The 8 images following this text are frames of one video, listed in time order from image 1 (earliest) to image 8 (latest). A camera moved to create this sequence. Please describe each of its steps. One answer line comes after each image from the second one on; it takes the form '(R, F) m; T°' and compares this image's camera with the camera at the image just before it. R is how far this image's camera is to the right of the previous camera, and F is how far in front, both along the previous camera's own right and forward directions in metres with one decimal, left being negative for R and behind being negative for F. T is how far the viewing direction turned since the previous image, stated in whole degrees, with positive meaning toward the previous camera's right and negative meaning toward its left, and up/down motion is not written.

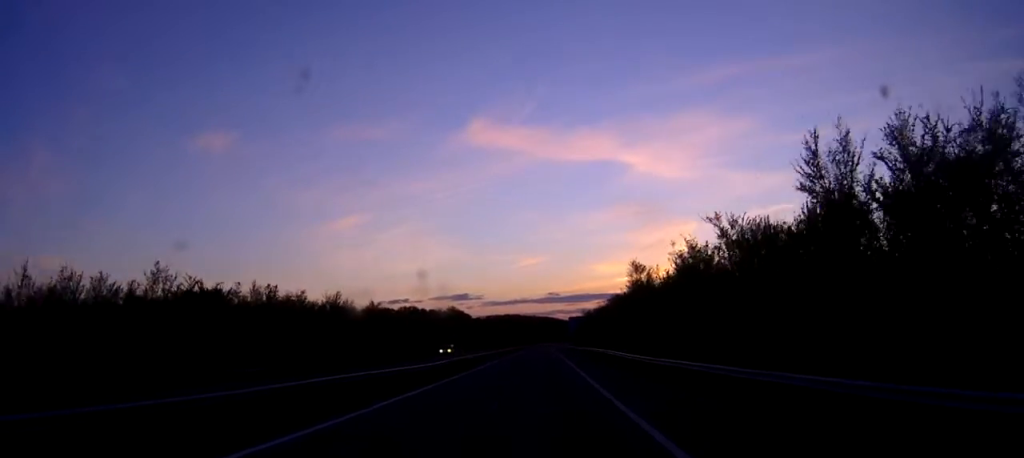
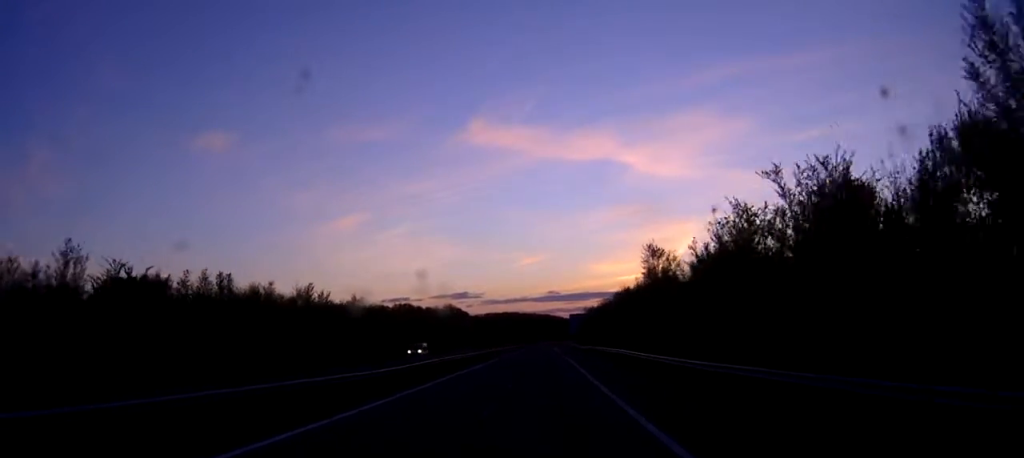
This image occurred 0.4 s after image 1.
(0.0, +11.3) m; 0°
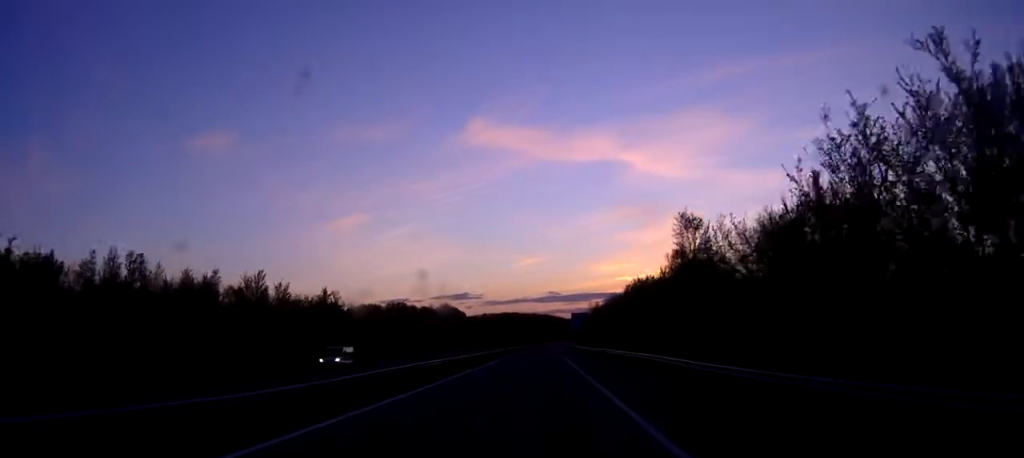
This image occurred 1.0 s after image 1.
(-0.1, +14.8) m; 0°
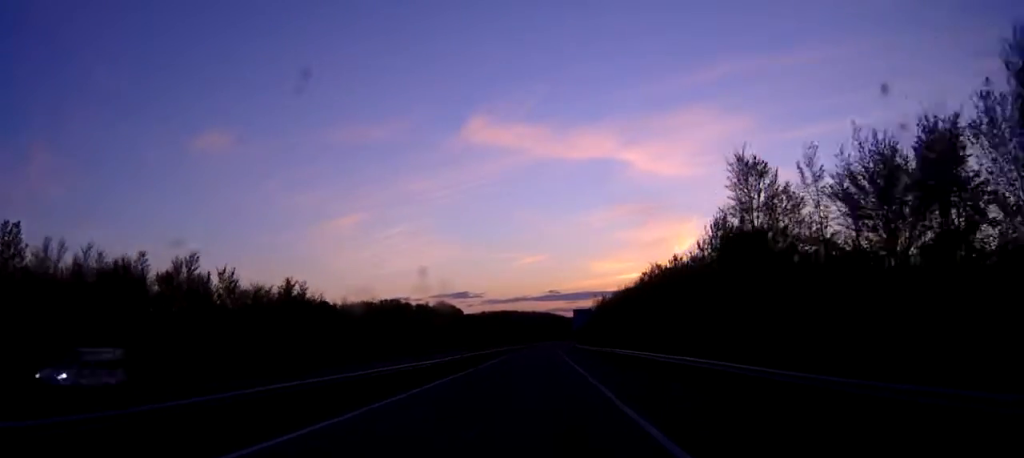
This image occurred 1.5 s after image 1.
(0.0, +14.1) m; 0°
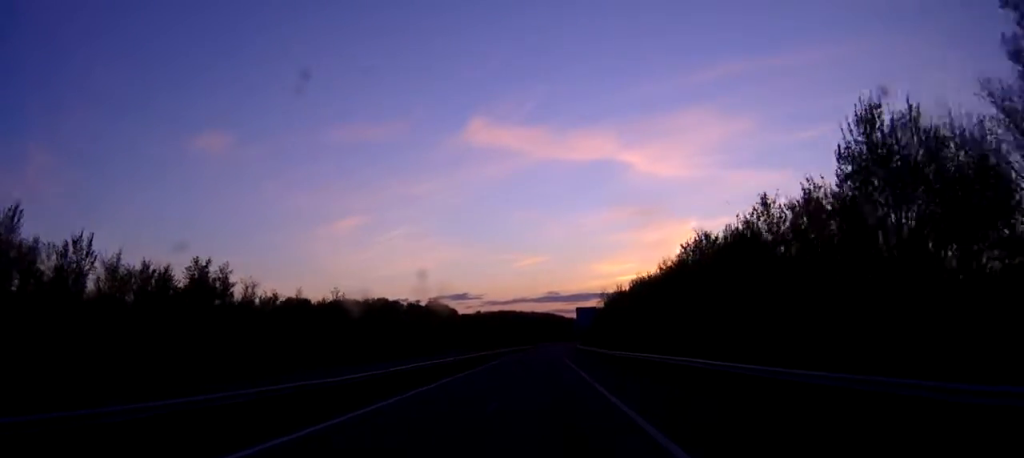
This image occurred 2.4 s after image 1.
(0.0, +22.1) m; 0°
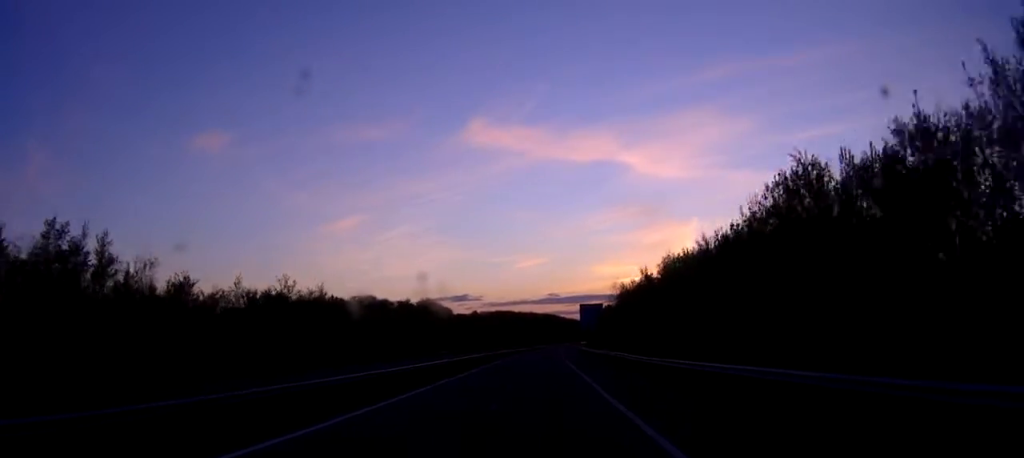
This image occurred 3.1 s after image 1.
(0.0, +20.4) m; 0°
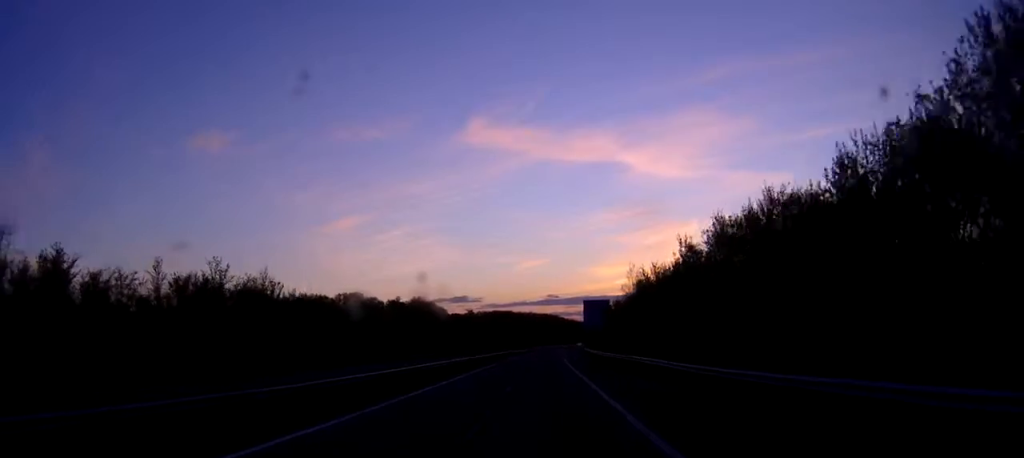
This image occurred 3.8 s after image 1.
(+0.2, +17.8) m; 0°
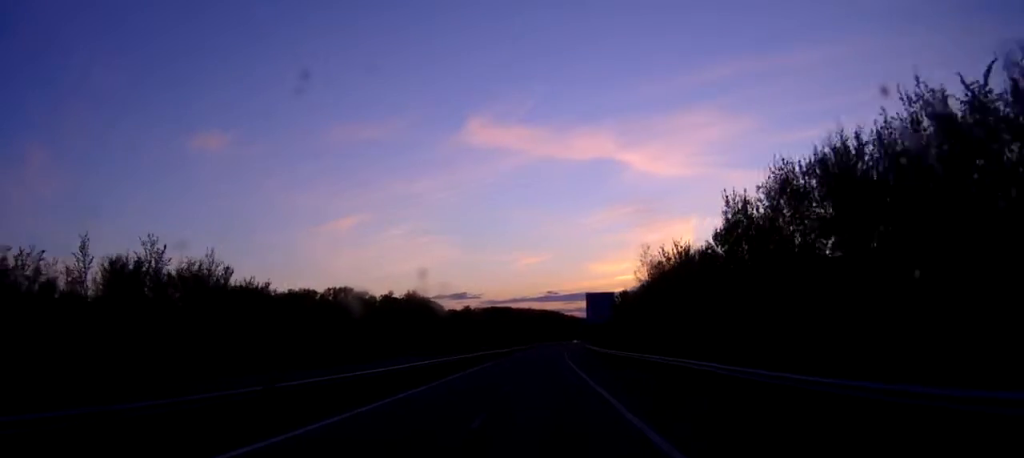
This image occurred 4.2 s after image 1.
(0.0, +11.6) m; 0°
